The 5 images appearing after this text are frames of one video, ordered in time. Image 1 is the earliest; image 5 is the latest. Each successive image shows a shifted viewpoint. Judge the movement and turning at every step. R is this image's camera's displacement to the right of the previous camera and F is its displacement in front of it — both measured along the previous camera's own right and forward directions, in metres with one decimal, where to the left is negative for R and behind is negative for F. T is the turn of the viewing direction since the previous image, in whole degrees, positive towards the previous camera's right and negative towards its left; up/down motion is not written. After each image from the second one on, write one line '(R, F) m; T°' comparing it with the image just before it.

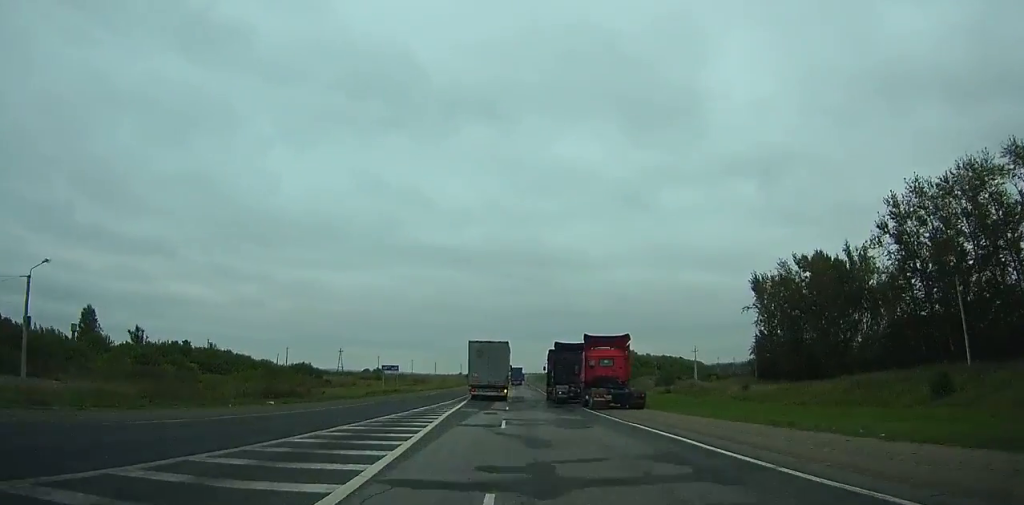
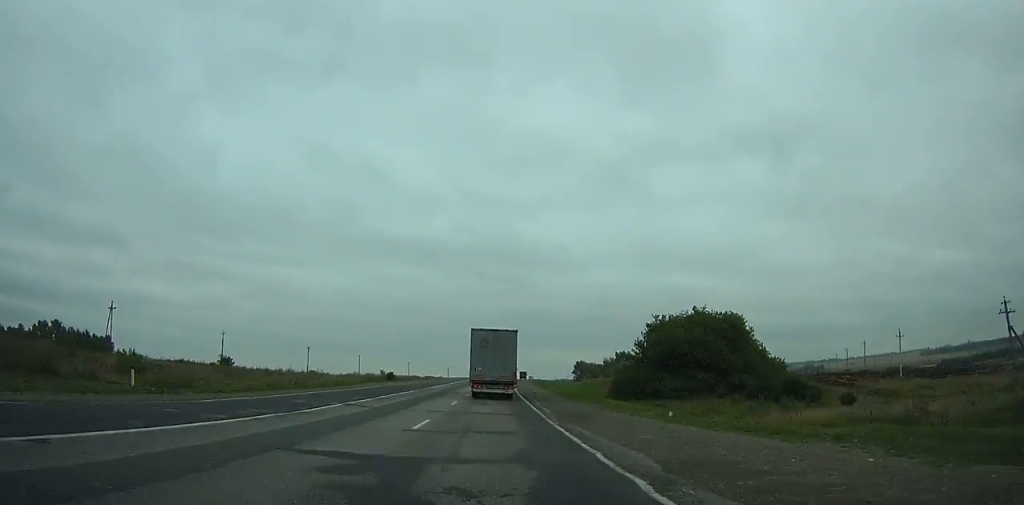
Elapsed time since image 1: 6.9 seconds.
(+3.7, +144.2) m; +2°
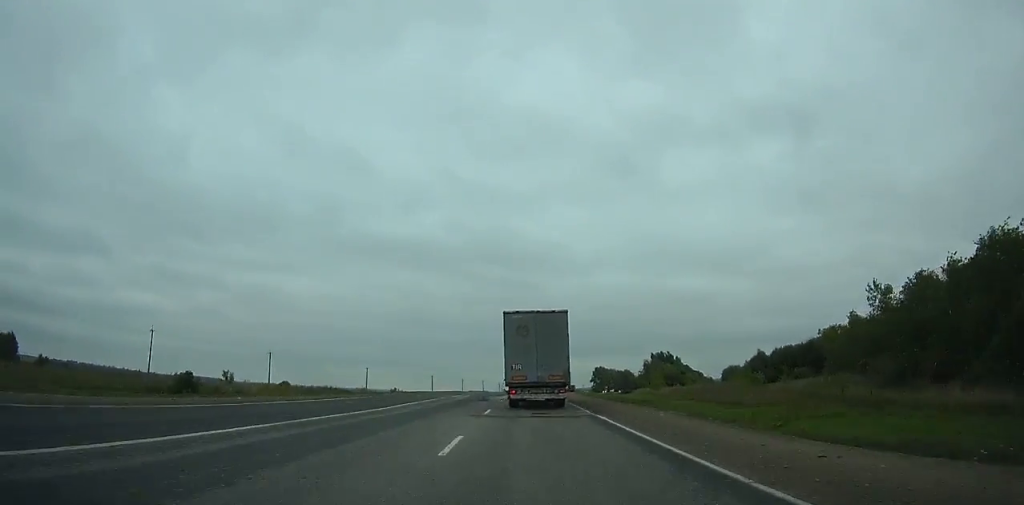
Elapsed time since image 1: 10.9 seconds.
(-1.2, +89.0) m; 0°
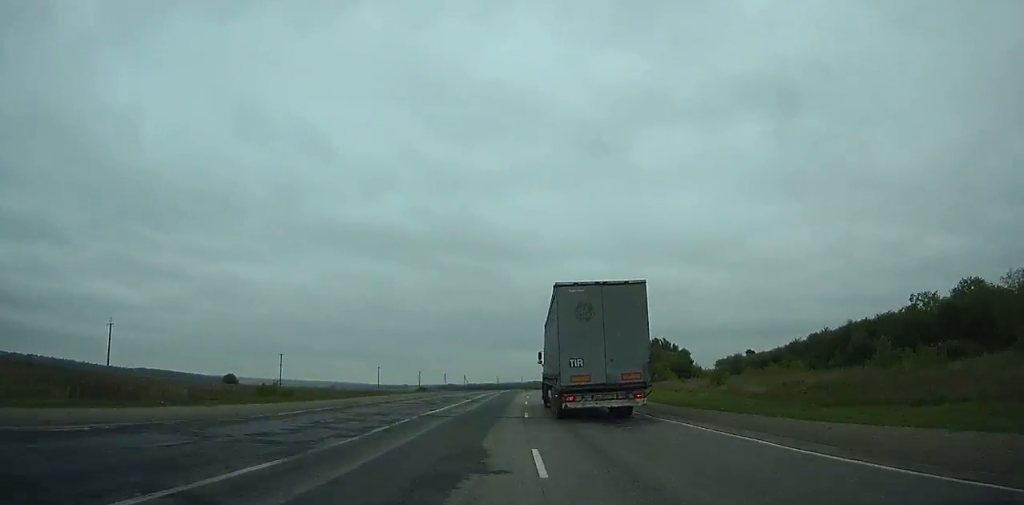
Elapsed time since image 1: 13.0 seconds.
(-0.3, +48.1) m; +2°
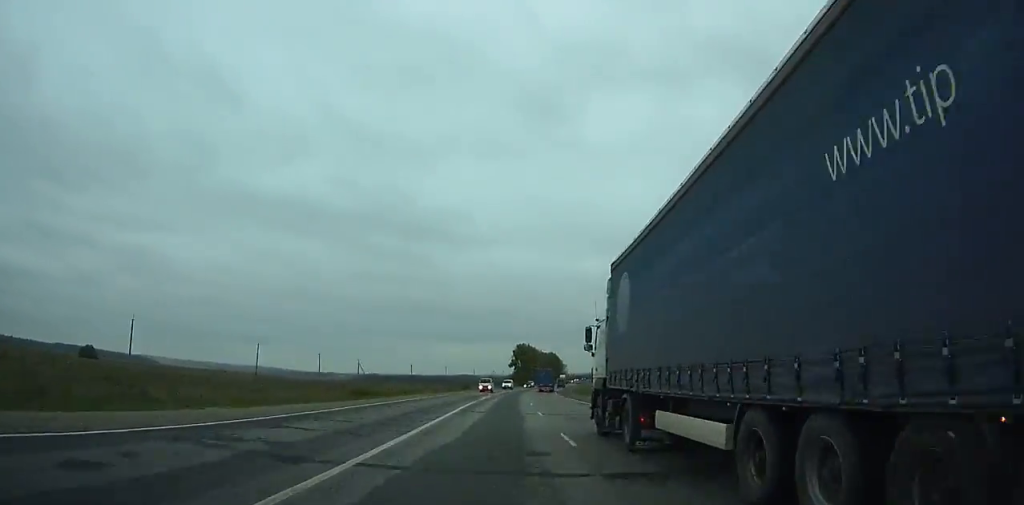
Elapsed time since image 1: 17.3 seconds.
(+5.8, +102.8) m; +6°
